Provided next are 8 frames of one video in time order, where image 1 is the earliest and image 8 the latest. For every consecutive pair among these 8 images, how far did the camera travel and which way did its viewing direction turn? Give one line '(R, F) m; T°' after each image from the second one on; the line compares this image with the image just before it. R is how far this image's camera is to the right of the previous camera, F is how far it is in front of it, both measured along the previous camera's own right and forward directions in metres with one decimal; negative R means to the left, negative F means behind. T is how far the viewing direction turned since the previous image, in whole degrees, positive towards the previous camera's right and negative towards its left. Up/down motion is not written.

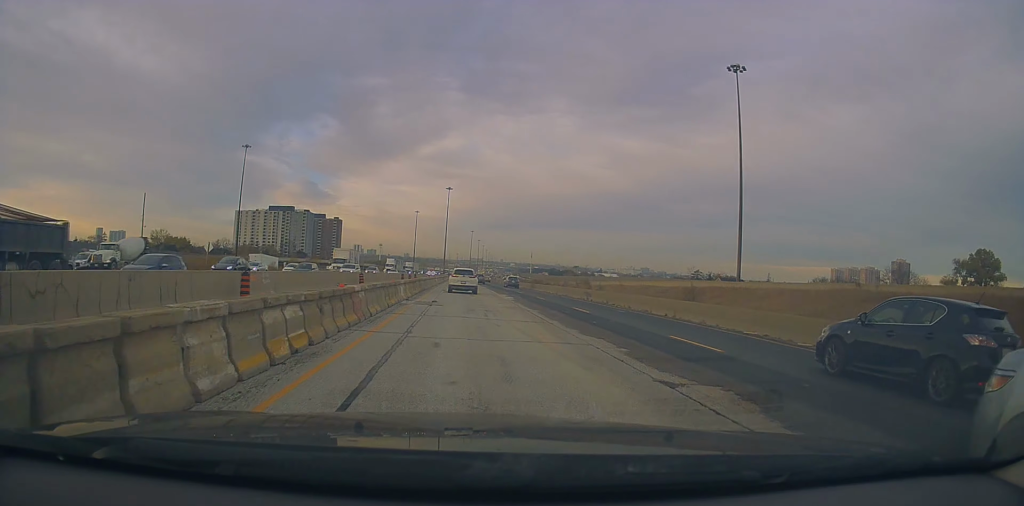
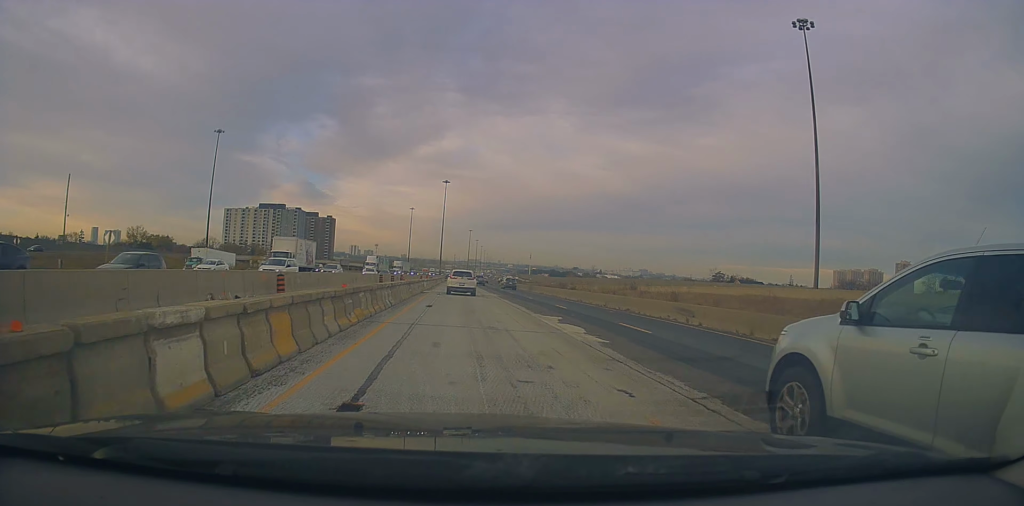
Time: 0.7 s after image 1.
(+0.3, +19.6) m; +1°
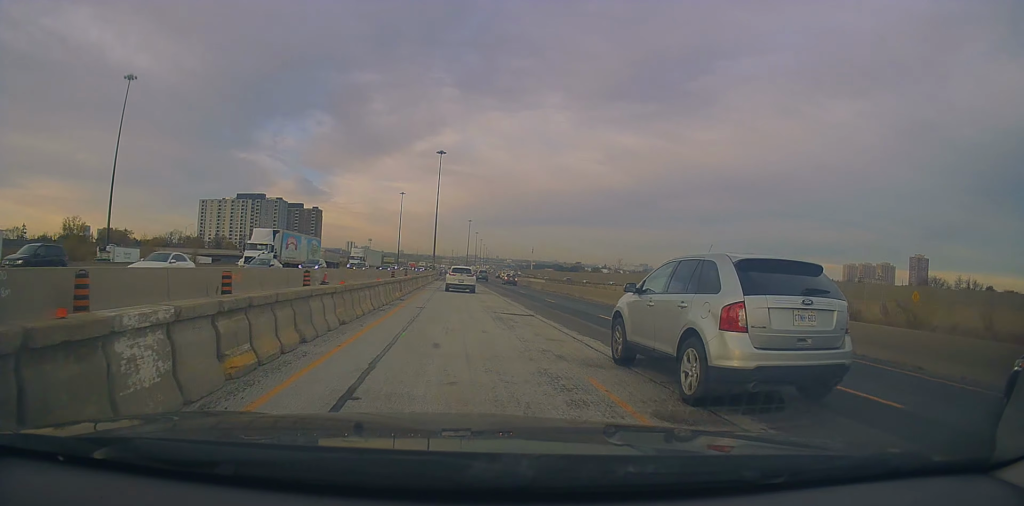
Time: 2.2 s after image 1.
(+0.2, +45.2) m; +1°
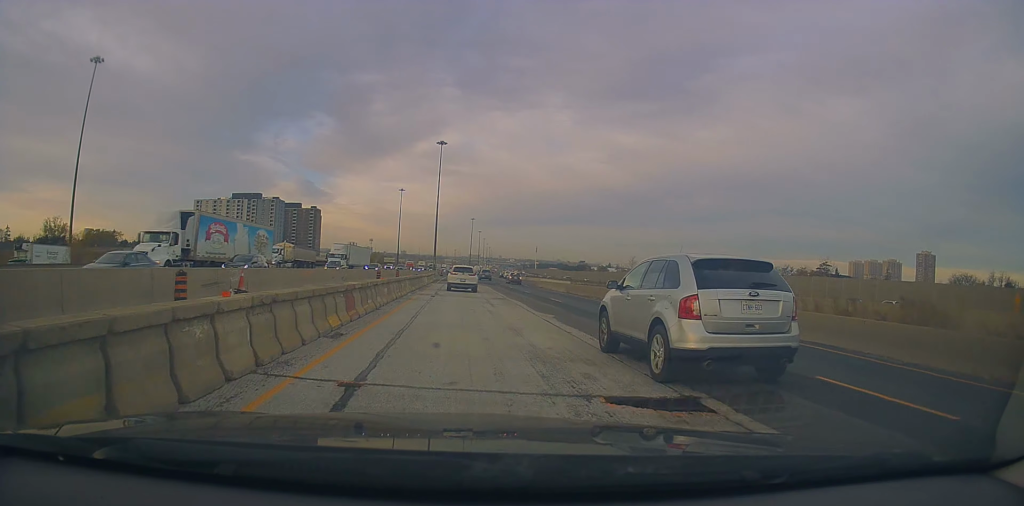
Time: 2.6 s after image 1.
(+0.1, +13.5) m; 0°
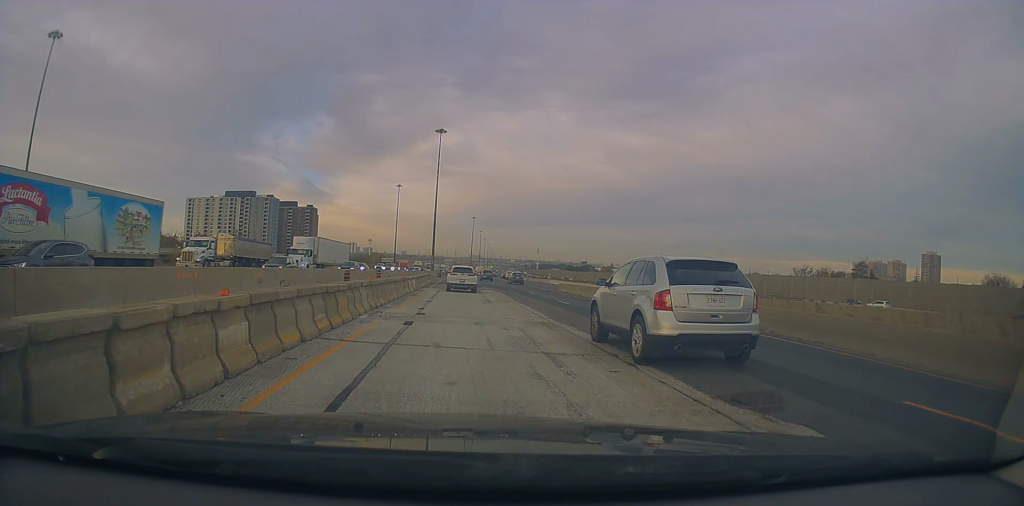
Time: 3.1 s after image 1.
(0.0, +13.8) m; 0°
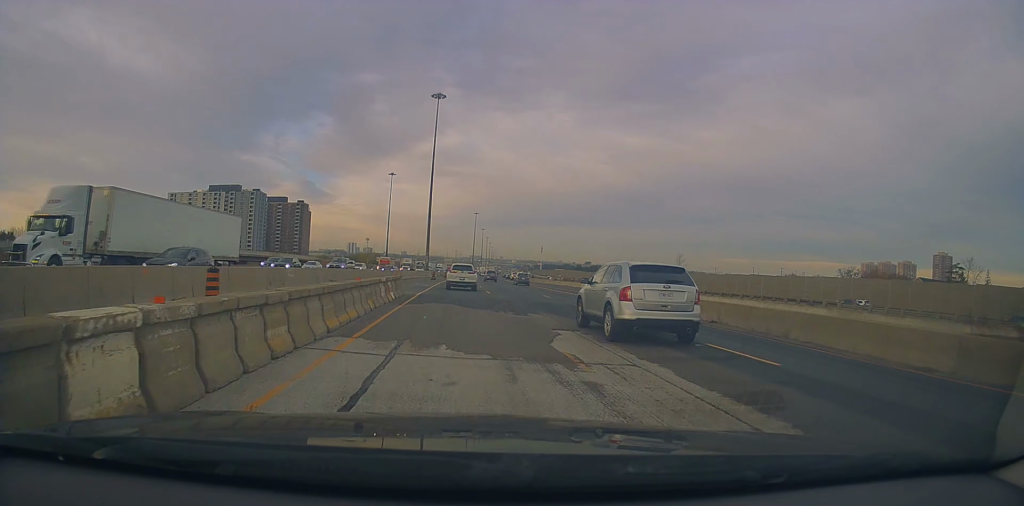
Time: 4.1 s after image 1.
(-0.3, +29.9) m; -1°
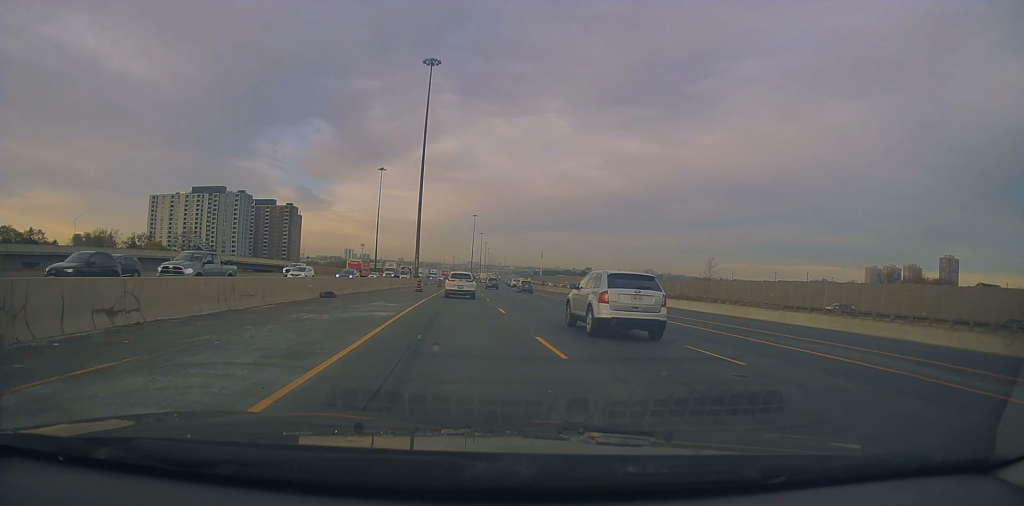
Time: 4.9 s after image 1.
(-0.4, +22.6) m; +1°
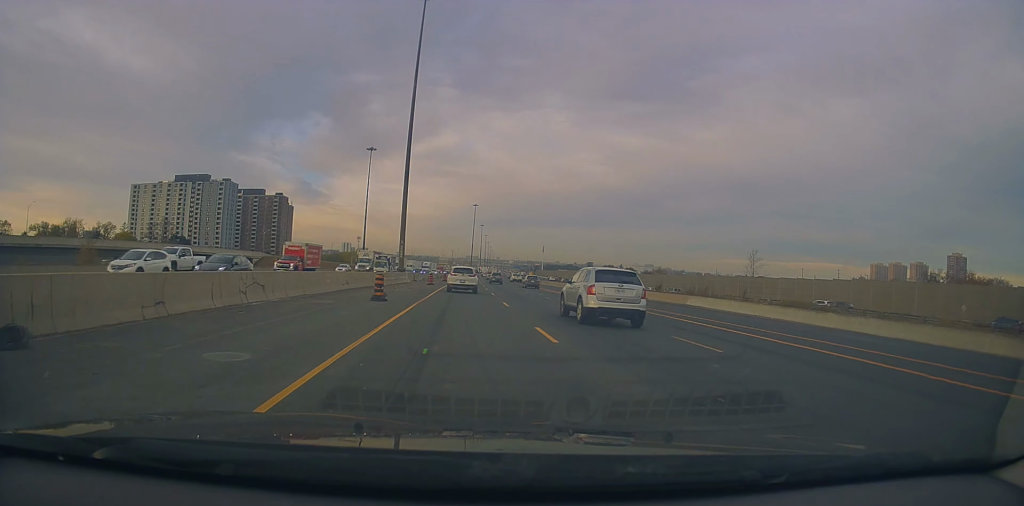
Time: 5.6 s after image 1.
(+0.9, +22.7) m; +1°
